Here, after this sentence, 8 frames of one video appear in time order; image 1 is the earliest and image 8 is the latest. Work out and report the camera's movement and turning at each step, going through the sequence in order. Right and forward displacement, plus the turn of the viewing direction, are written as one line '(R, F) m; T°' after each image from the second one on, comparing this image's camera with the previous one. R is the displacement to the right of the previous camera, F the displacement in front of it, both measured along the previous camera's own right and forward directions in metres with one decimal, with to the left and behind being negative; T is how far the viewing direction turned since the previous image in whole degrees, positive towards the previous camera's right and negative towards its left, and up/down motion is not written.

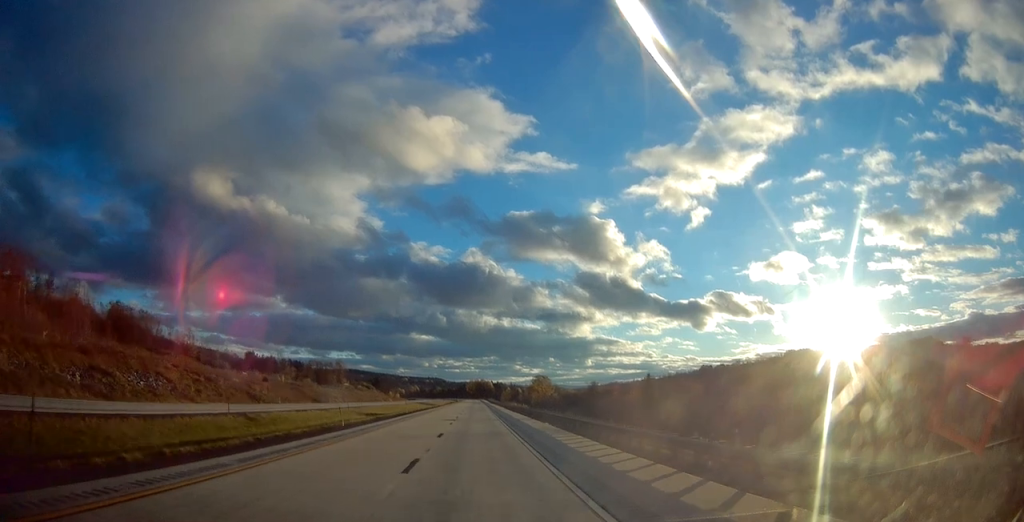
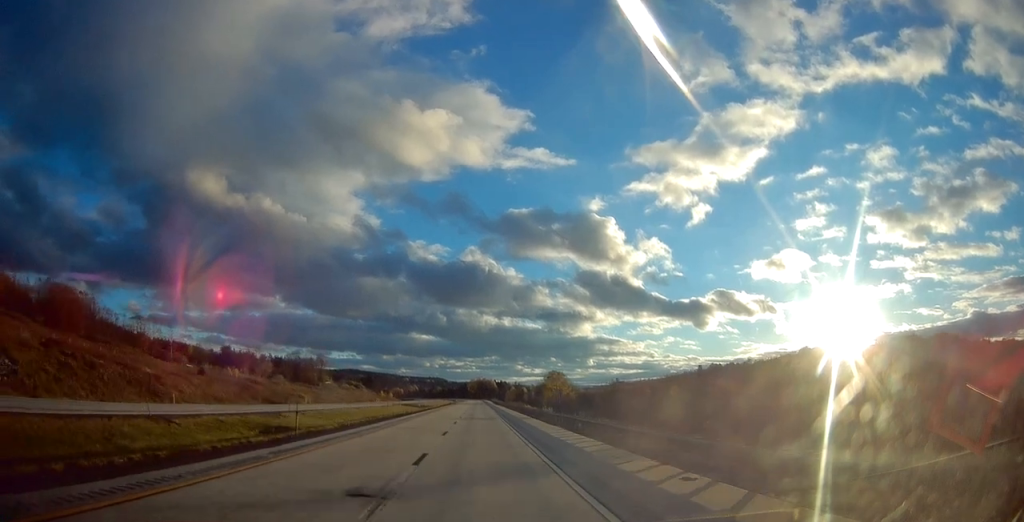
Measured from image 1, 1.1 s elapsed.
(-0.2, +34.7) m; 0°
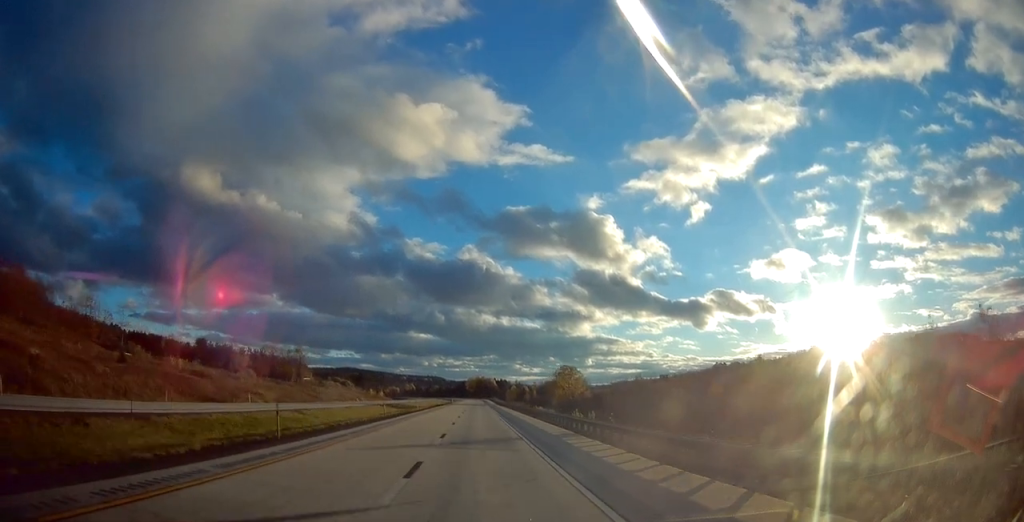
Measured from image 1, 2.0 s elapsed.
(+0.1, +25.5) m; 0°
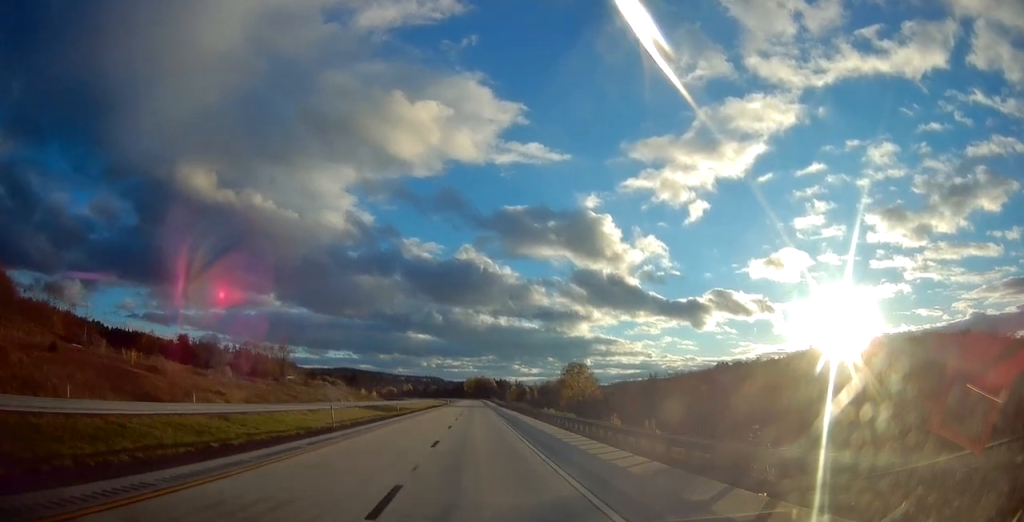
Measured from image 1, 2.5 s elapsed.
(+0.1, +16.4) m; 0°
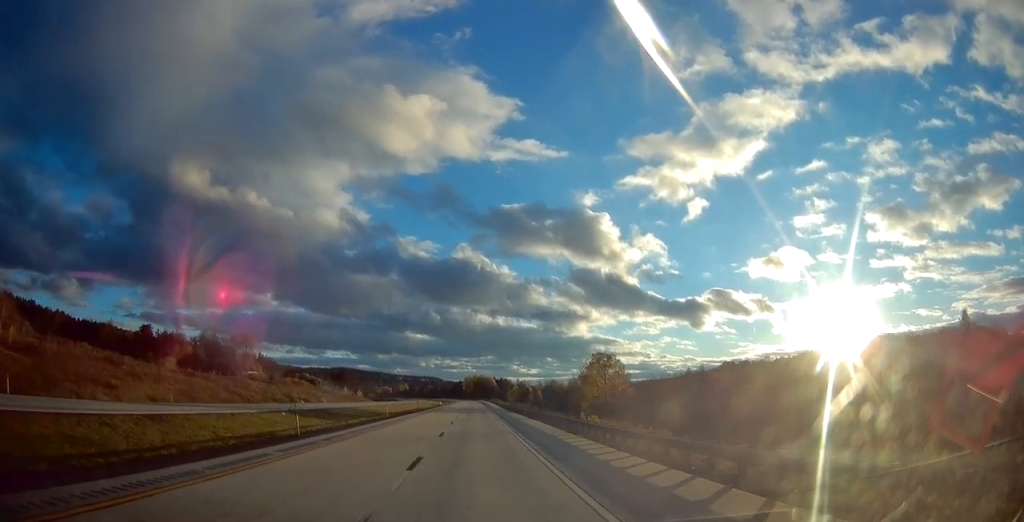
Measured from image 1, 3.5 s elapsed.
(-0.2, +30.6) m; 0°
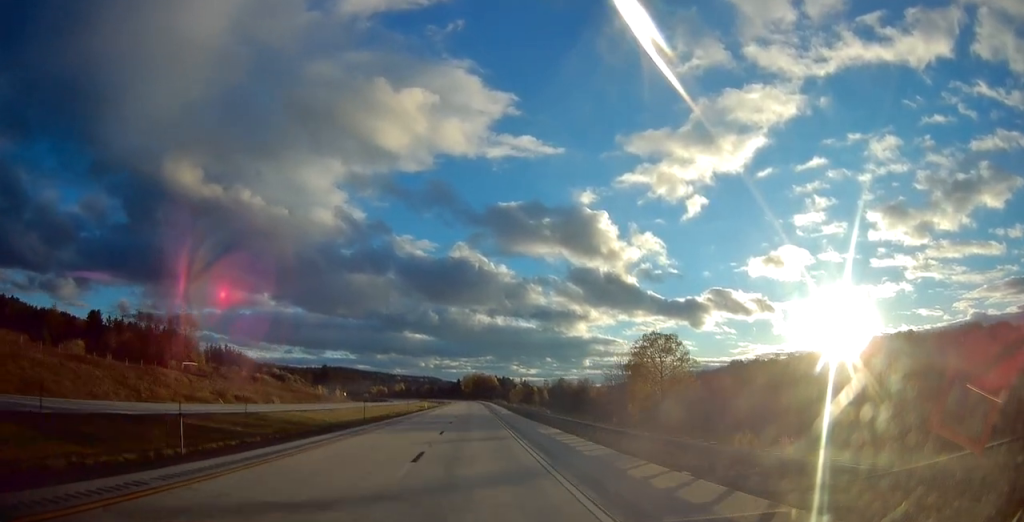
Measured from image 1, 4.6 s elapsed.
(+0.3, +34.8) m; 0°
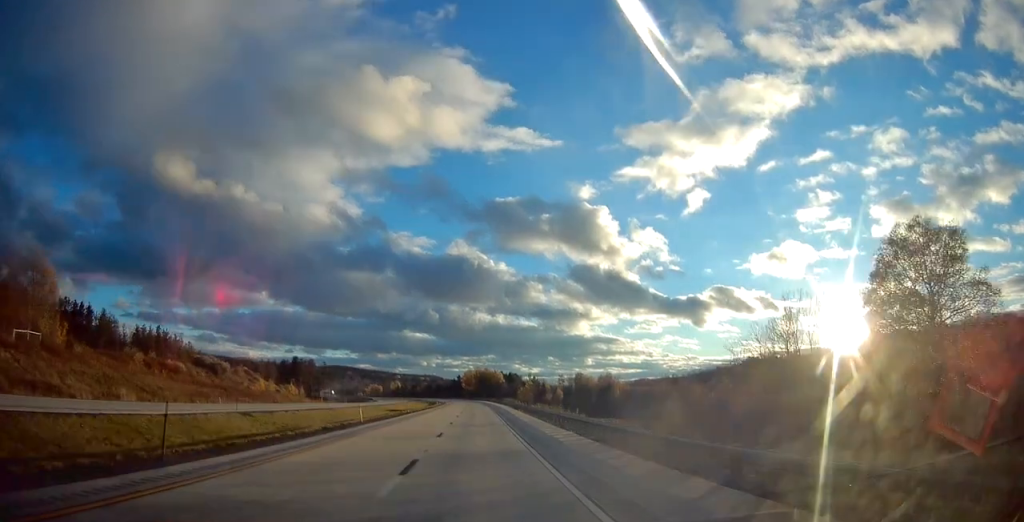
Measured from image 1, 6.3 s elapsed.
(-0.5, +51.2) m; 0°
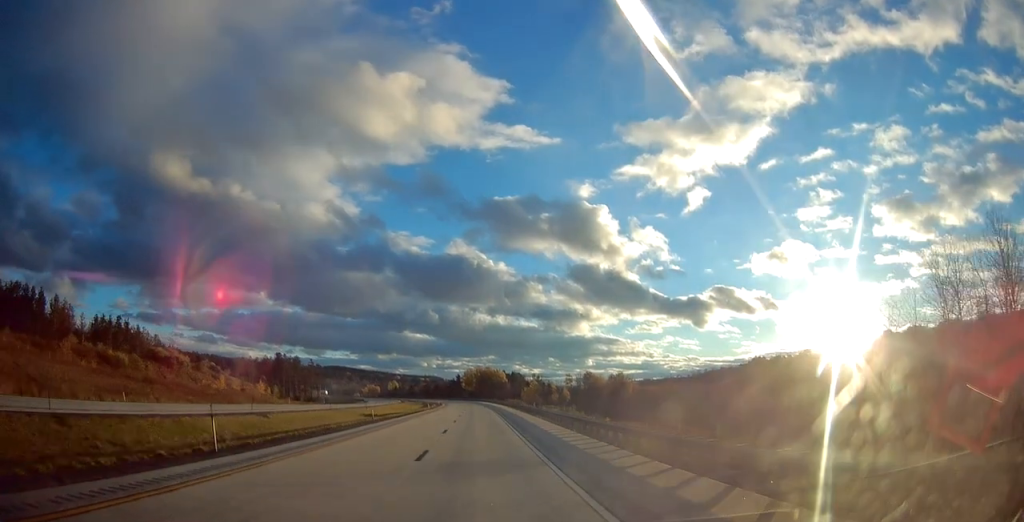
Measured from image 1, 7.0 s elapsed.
(+0.1, +21.5) m; 0°
